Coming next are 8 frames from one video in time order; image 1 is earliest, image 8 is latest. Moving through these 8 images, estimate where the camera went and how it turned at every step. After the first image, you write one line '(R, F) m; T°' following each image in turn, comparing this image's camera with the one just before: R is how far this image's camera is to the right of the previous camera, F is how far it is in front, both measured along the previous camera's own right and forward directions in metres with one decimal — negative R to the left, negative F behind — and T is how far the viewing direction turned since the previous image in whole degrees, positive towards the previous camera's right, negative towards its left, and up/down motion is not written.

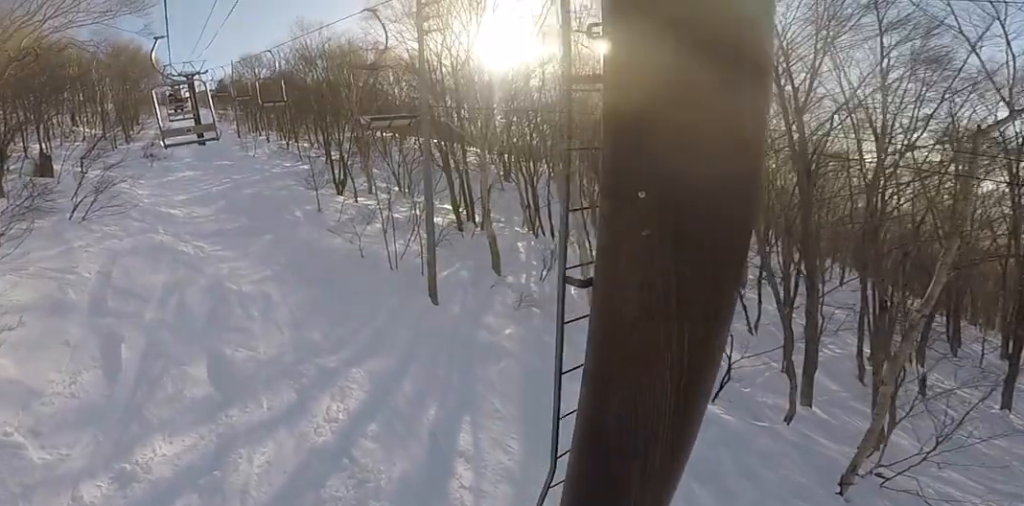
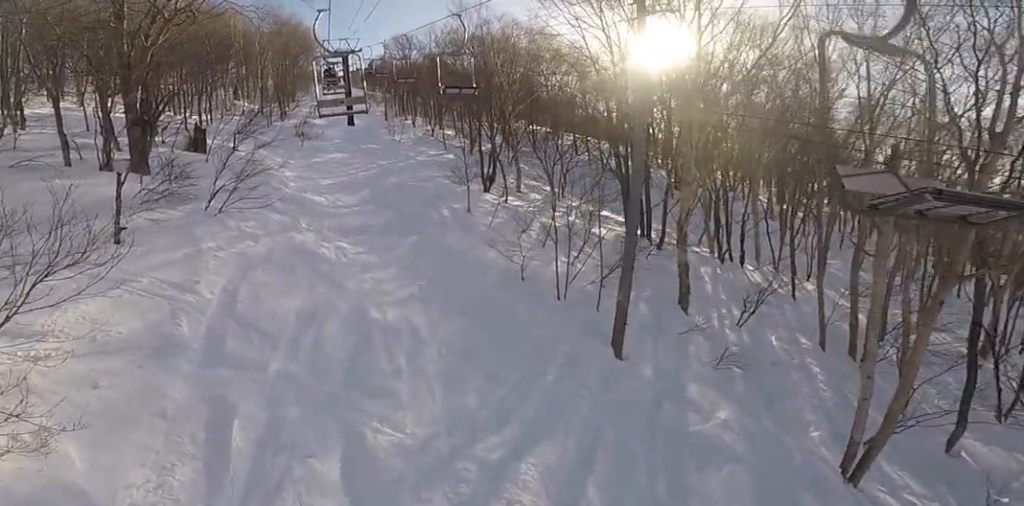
(0.0, +3.2) m; 0°
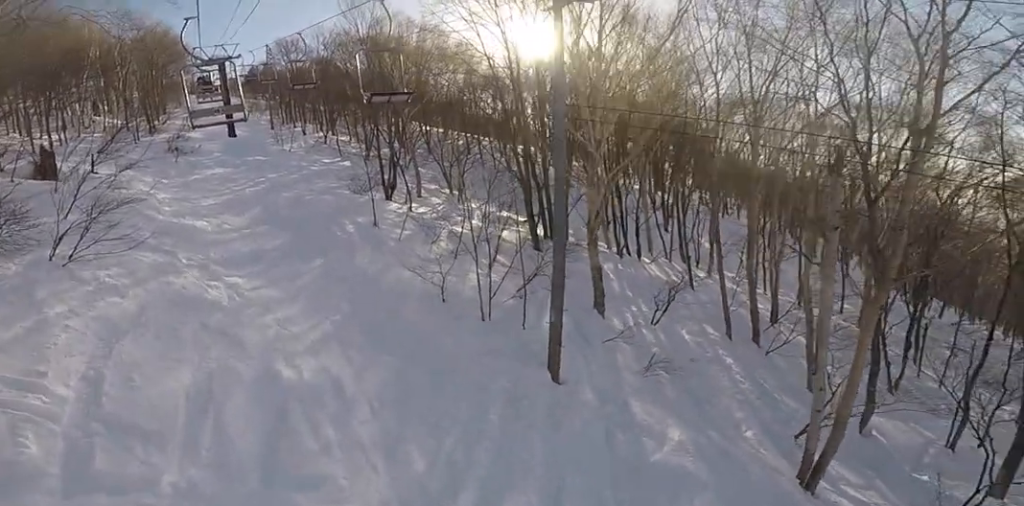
(0.0, +1.8) m; 0°
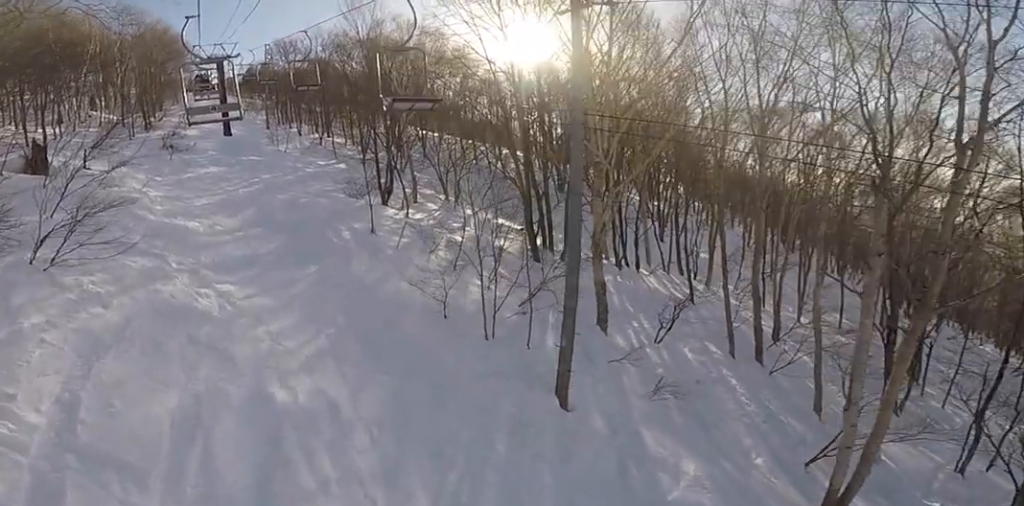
(0.0, +0.9) m; 0°
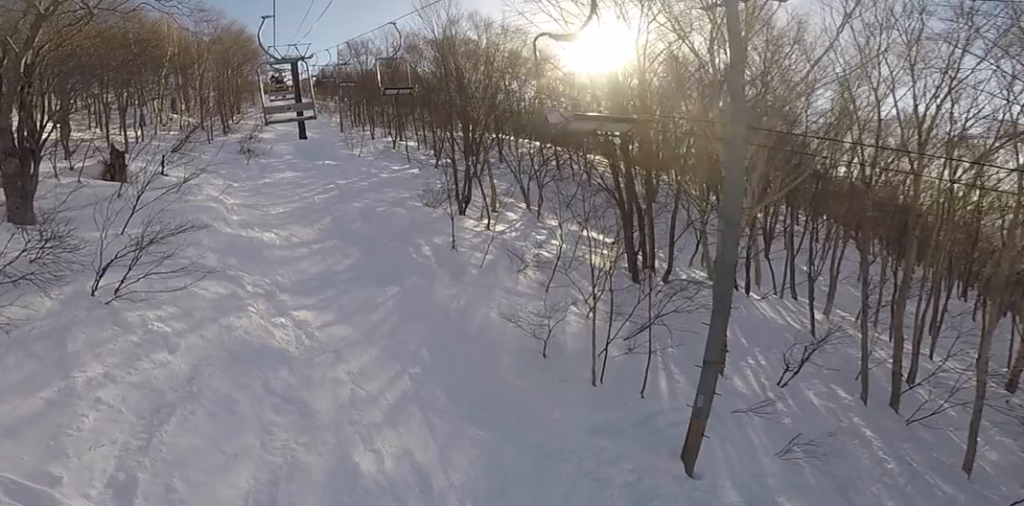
(0.0, +1.7) m; 0°
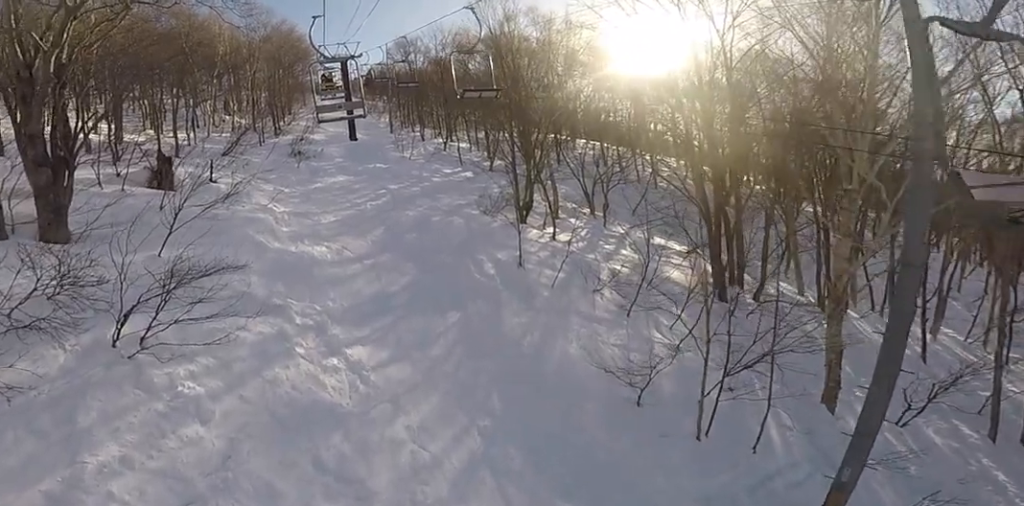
(0.0, +1.7) m; 0°
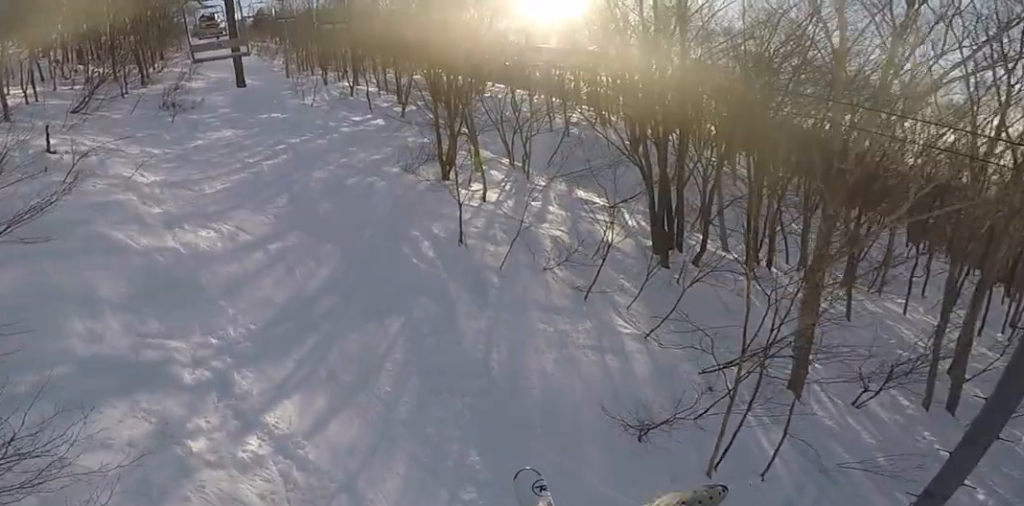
(0.0, +3.3) m; 0°
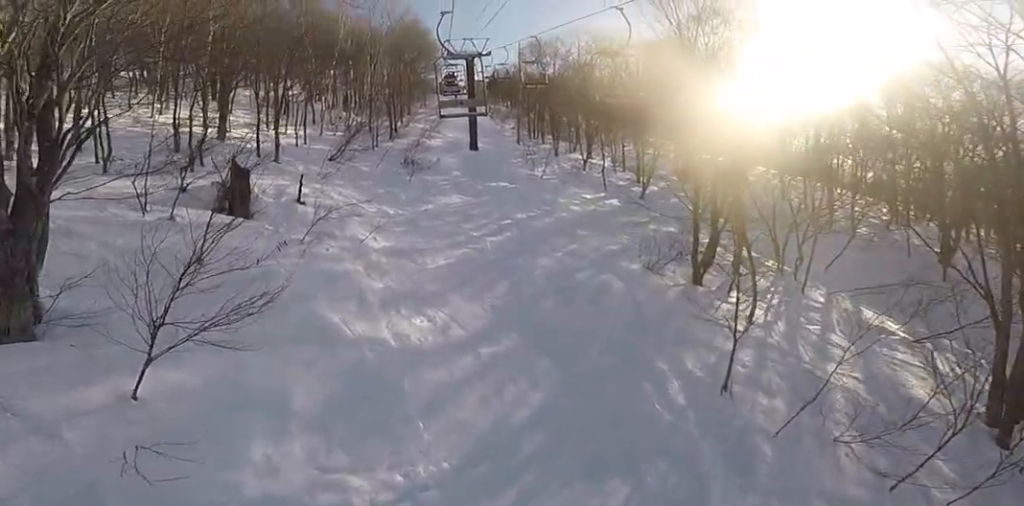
(0.0, +2.4) m; 0°
